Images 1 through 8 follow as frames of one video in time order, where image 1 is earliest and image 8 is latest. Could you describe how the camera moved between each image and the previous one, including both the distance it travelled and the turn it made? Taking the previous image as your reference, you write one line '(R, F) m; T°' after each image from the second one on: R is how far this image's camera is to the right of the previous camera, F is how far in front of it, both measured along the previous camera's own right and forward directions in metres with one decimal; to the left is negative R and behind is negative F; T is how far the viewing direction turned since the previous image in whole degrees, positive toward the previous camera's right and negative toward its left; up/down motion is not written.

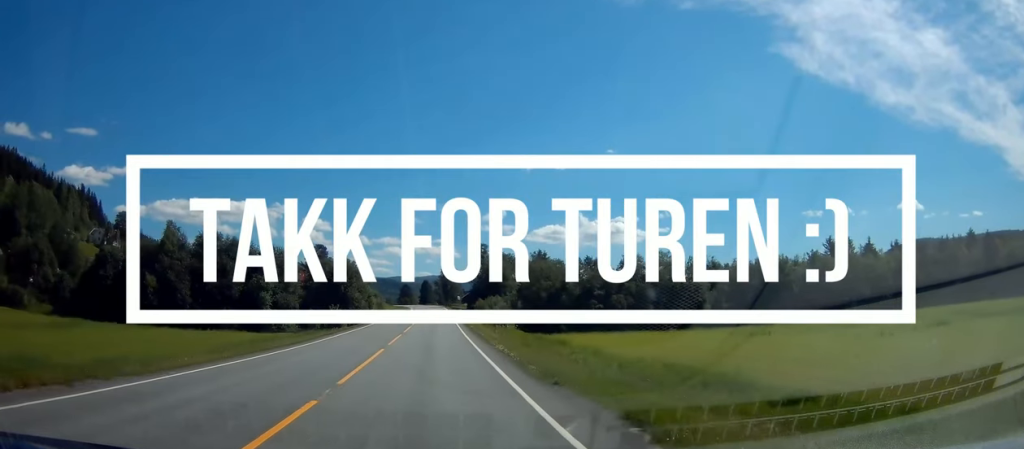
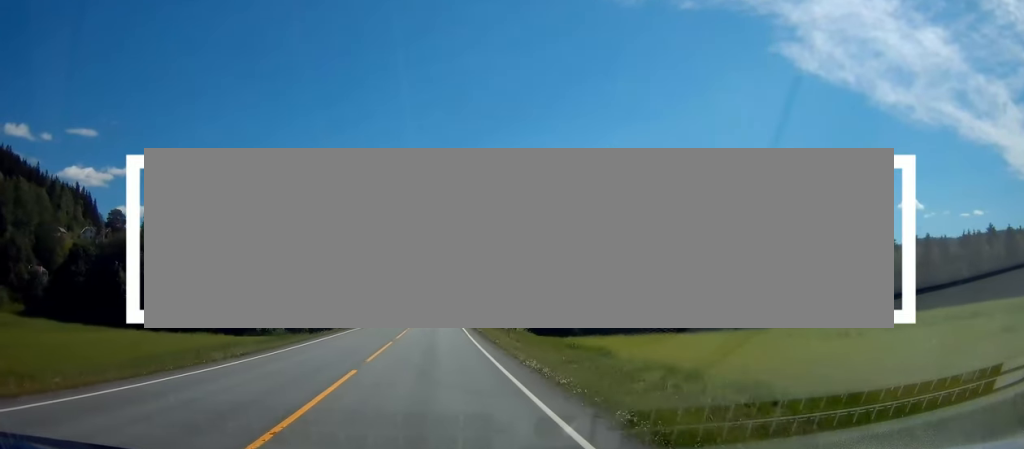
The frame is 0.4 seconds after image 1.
(0.0, +8.4) m; 0°
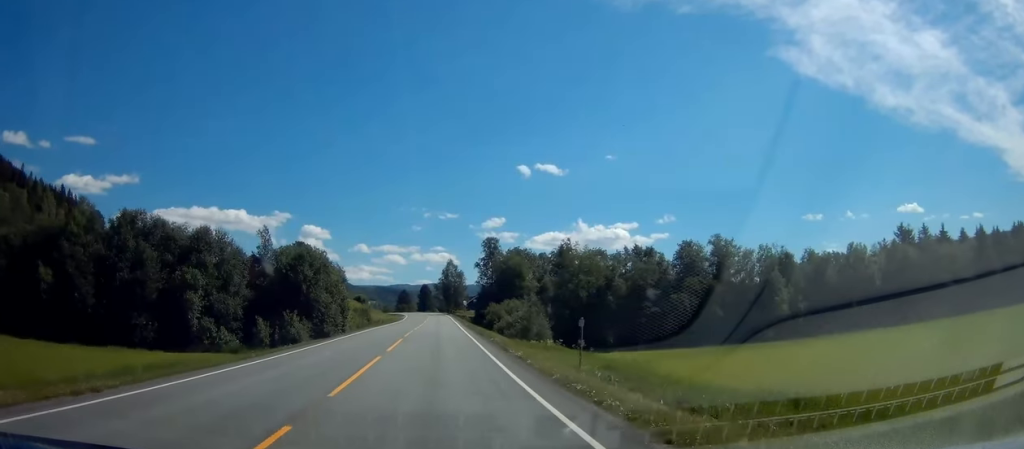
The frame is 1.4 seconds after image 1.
(0.0, +18.5) m; 0°
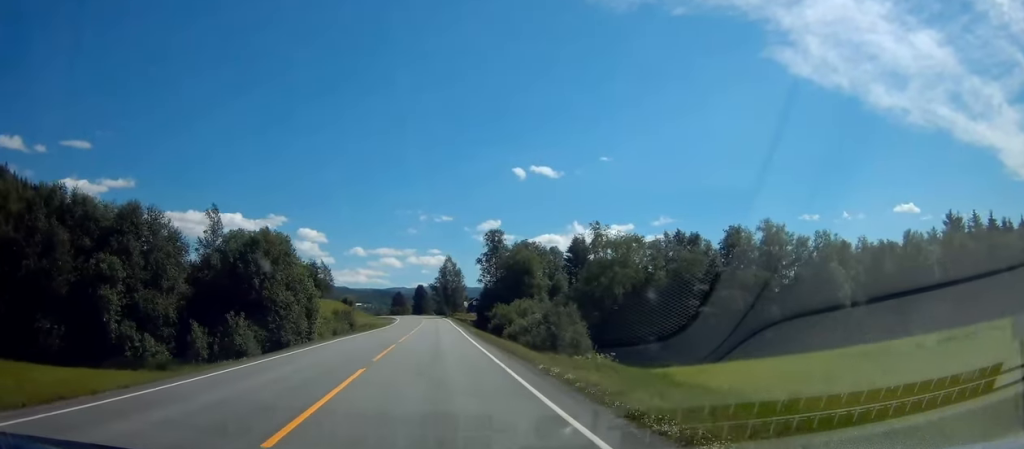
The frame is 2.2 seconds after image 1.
(0.0, +16.0) m; 0°
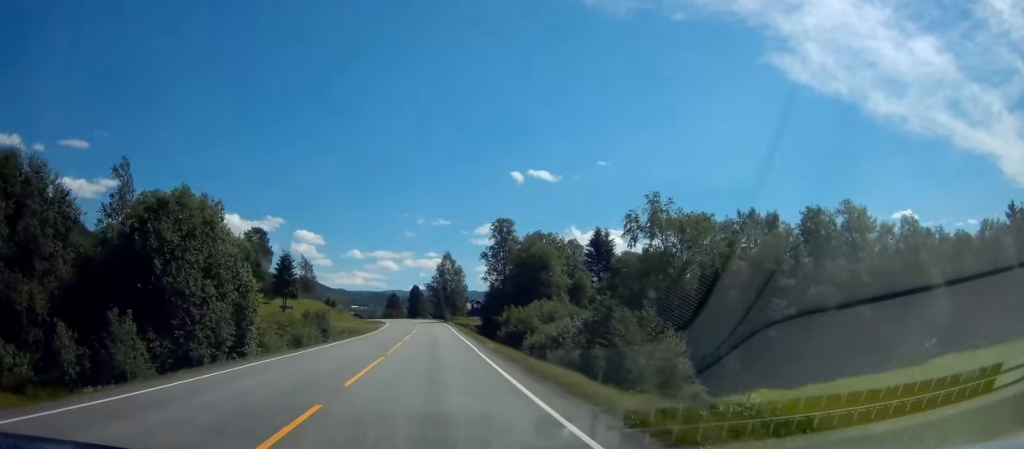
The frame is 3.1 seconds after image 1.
(-0.1, +17.4) m; 0°
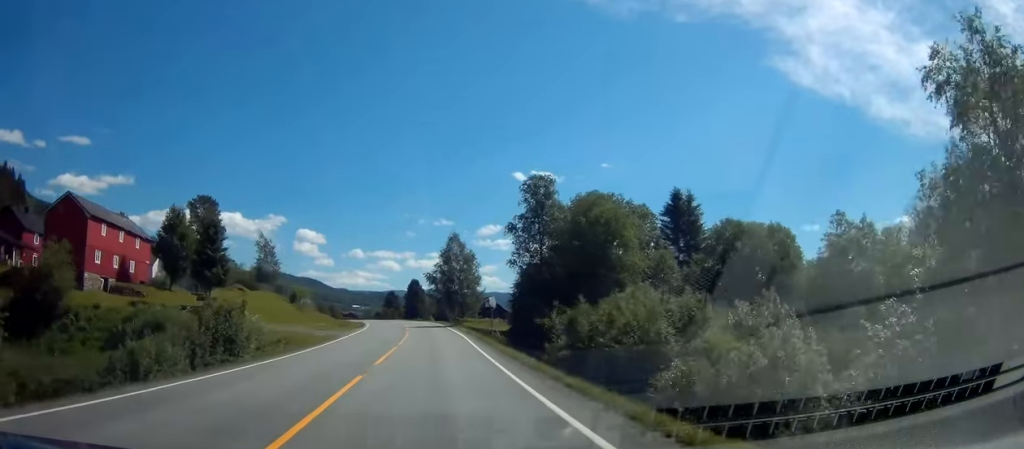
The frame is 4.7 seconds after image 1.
(+1.0, +30.8) m; +1°
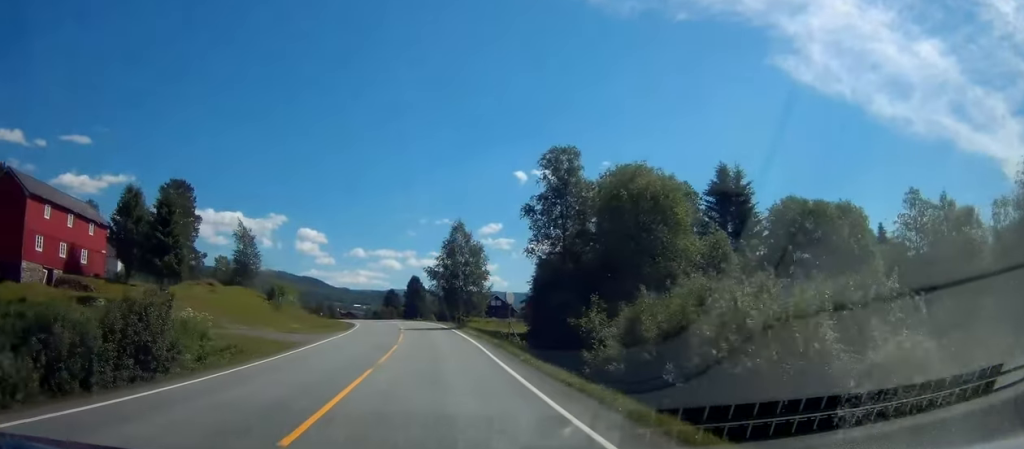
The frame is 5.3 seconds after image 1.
(-0.4, +10.9) m; -1°
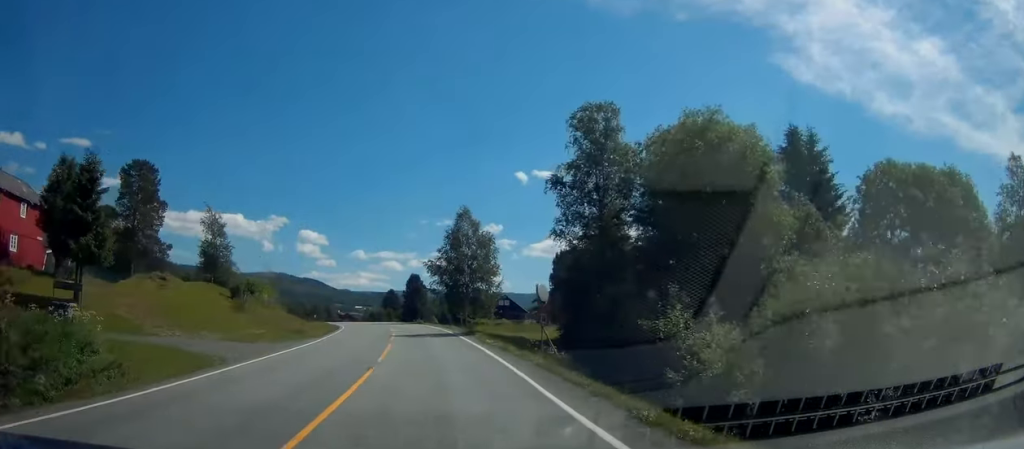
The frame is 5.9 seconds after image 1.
(-0.3, +12.2) m; -1°
